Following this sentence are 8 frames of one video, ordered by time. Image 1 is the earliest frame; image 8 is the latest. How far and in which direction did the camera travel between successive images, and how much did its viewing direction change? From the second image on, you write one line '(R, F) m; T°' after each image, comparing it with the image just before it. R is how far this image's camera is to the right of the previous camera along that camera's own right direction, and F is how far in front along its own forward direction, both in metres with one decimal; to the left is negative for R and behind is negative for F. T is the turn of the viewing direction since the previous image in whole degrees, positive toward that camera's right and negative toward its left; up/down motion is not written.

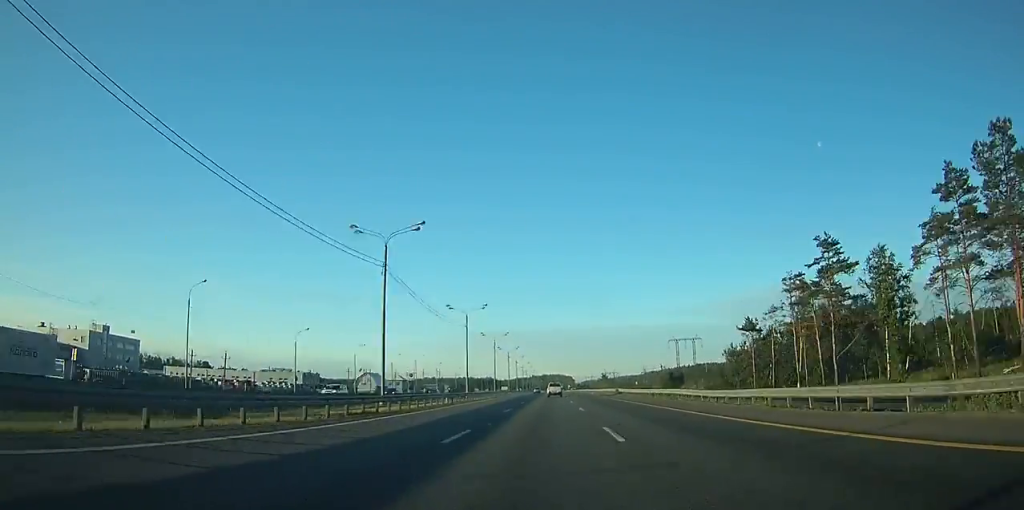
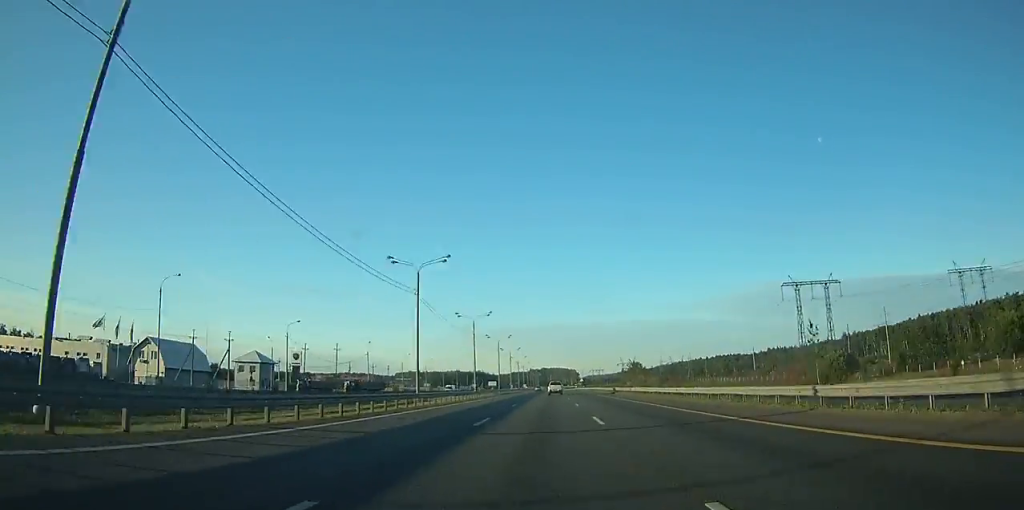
(-0.2, +118.2) m; 0°
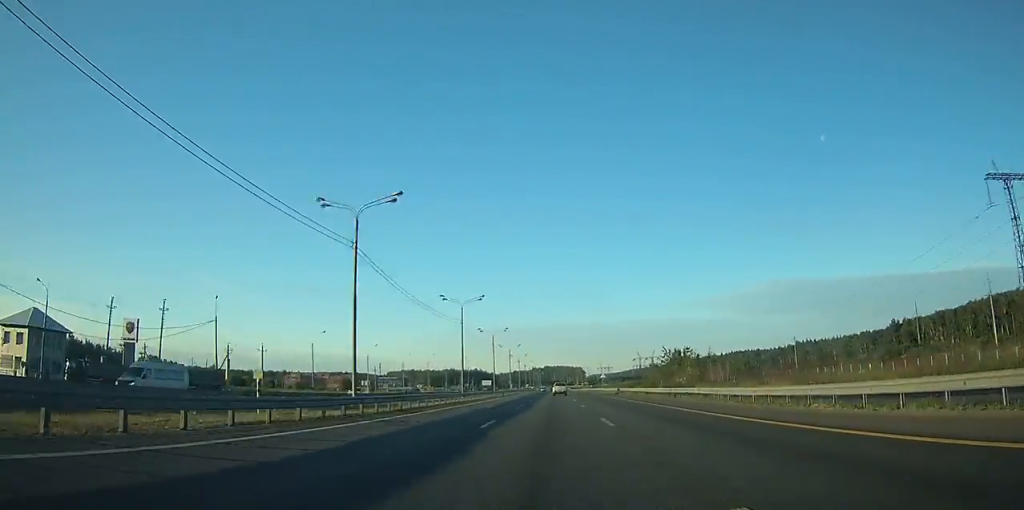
(-0.1, +61.0) m; 0°
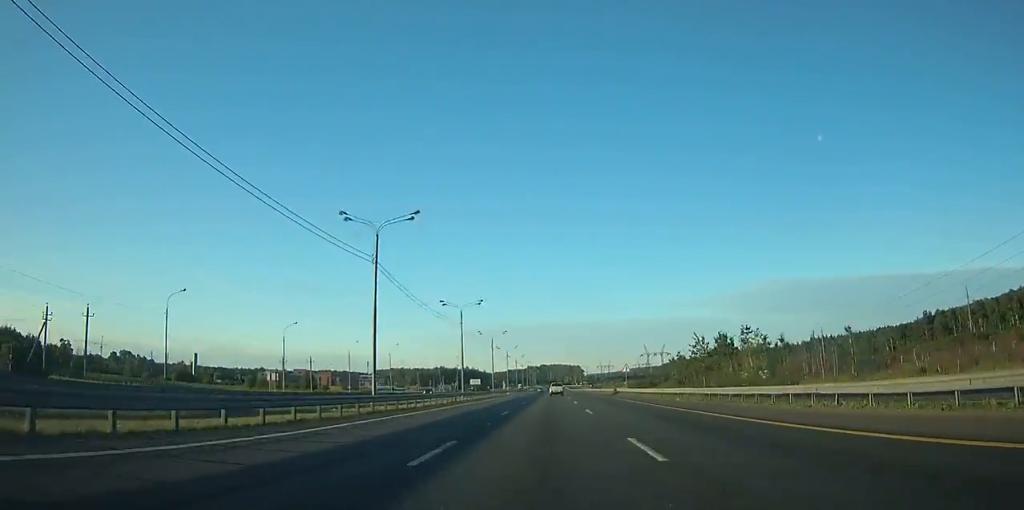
(0.0, +39.2) m; 0°
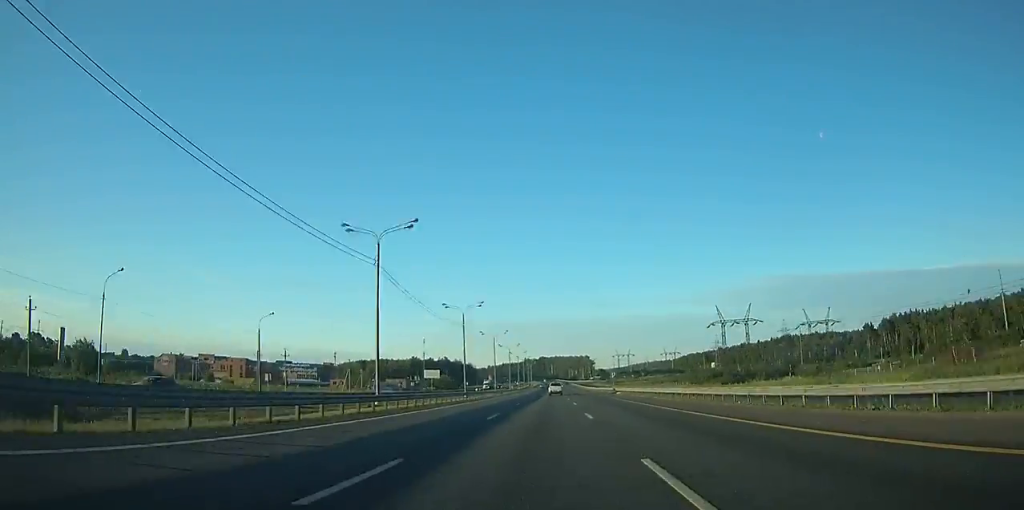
(+0.1, +127.4) m; 0°
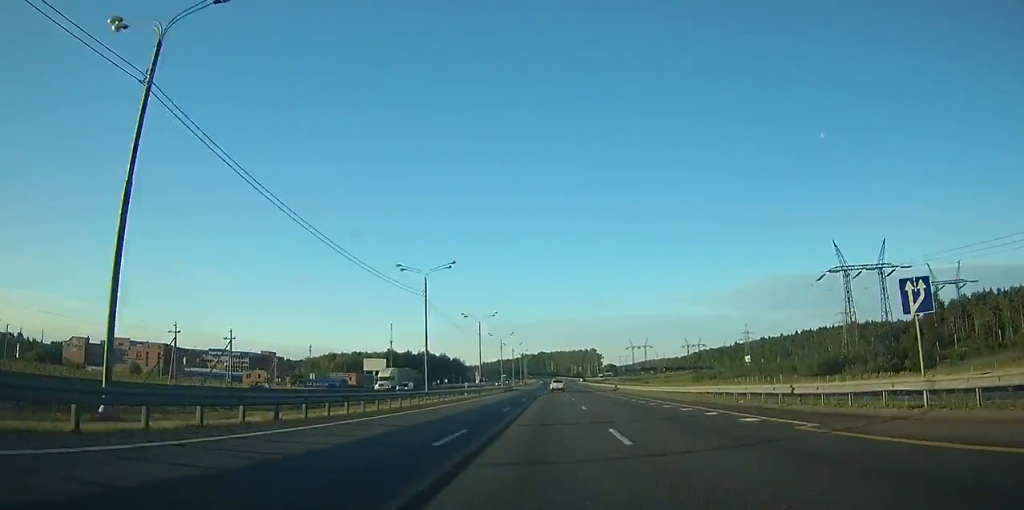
(-0.1, +72.8) m; 0°
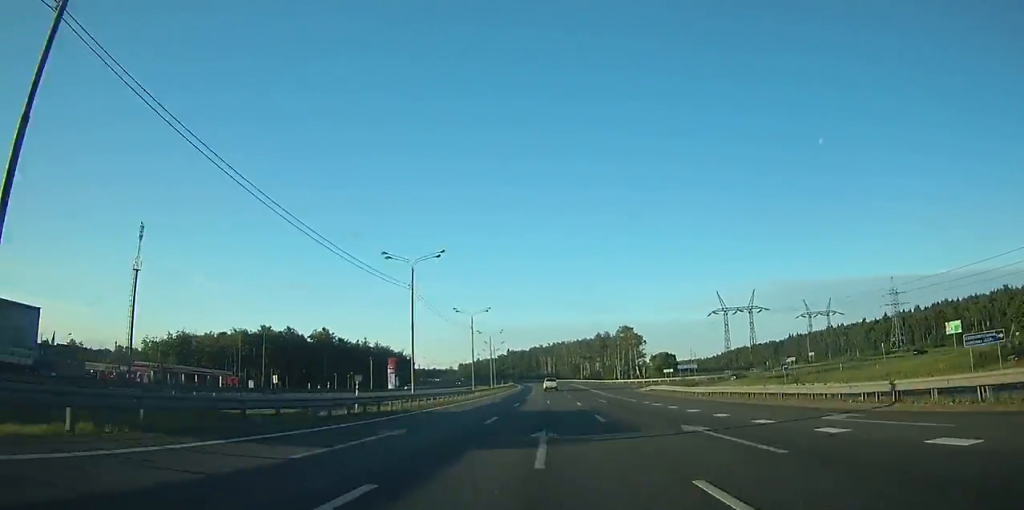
(0.0, +191.7) m; 0°
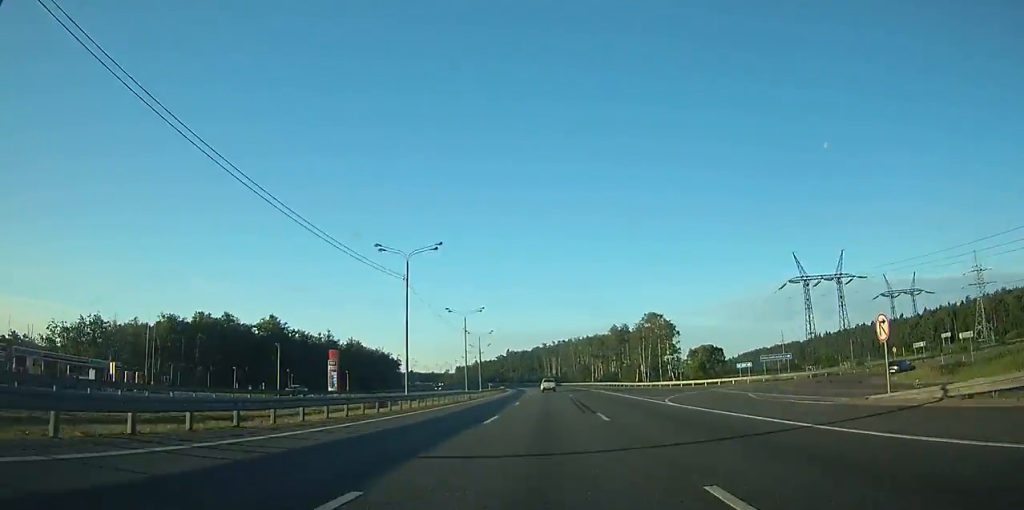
(-0.1, +52.1) m; -1°
